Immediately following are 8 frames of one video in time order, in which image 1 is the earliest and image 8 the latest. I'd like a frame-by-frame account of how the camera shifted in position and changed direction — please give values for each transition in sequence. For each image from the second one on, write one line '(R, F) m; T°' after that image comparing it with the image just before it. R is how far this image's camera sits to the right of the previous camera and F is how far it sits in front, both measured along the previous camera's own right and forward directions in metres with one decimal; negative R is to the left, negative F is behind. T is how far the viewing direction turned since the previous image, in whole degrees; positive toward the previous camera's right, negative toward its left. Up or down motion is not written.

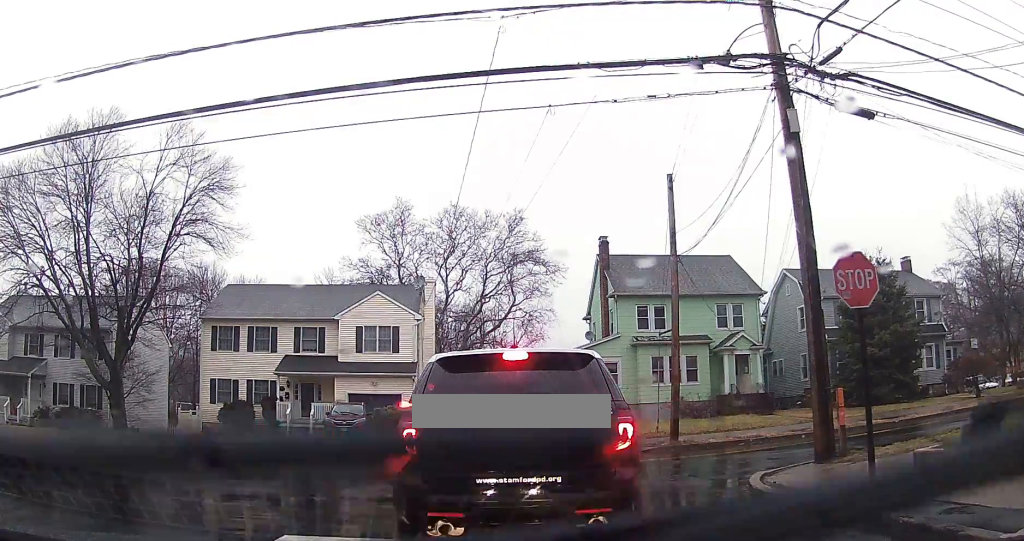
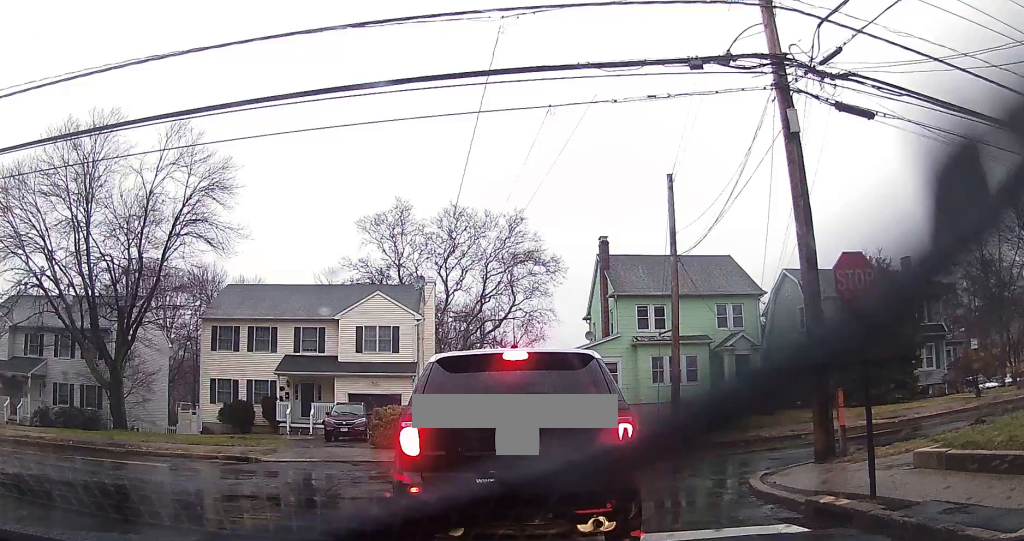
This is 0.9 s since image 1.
(0.0, 0.0) m; 0°
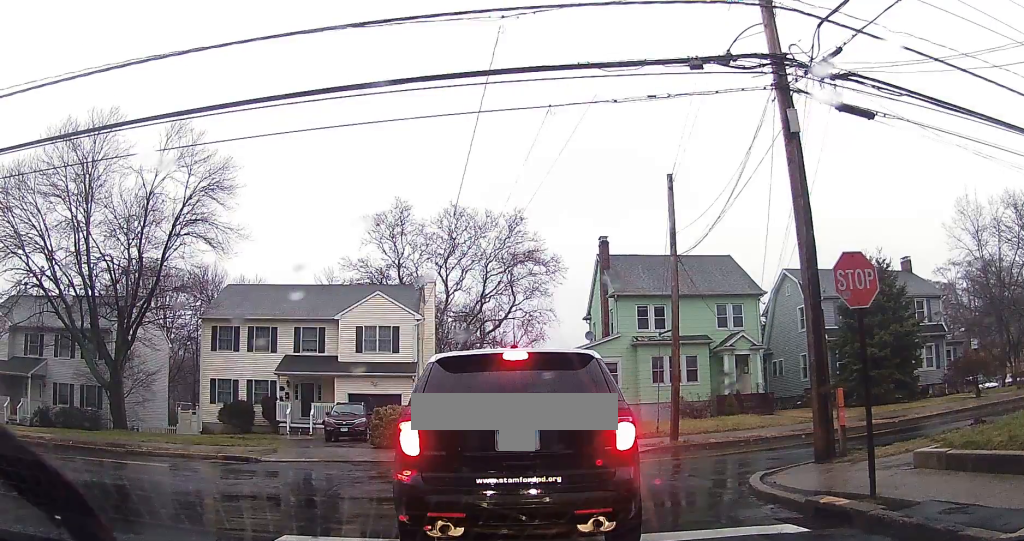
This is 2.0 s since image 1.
(0.0, 0.0) m; 0°
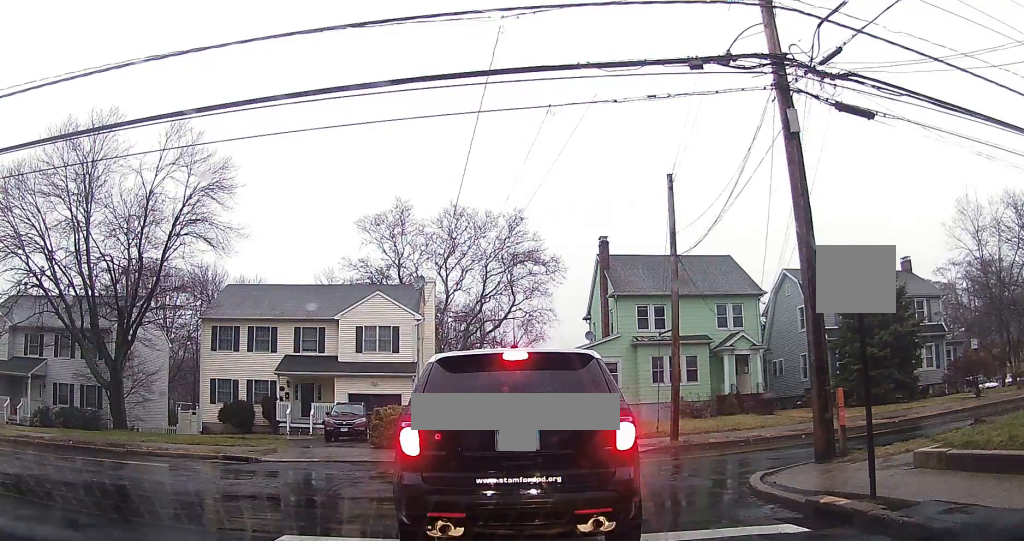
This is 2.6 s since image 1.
(0.0, 0.0) m; 0°
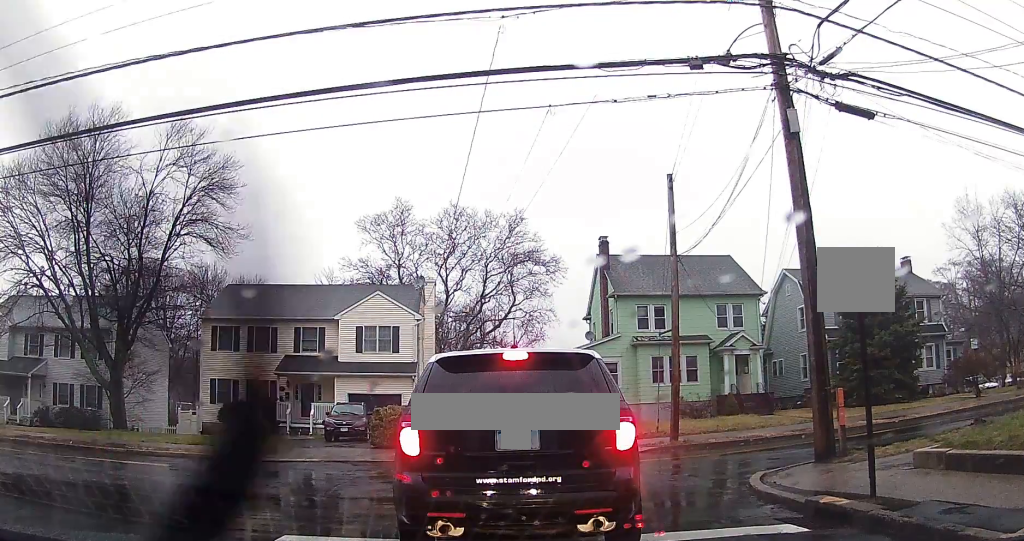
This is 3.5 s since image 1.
(0.0, 0.0) m; 0°
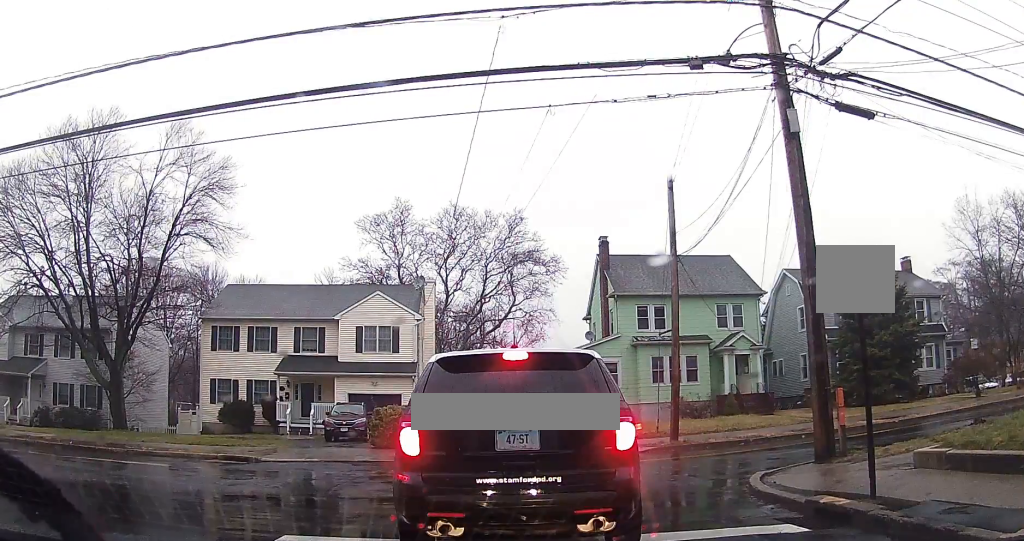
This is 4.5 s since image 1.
(0.0, 0.0) m; 0°
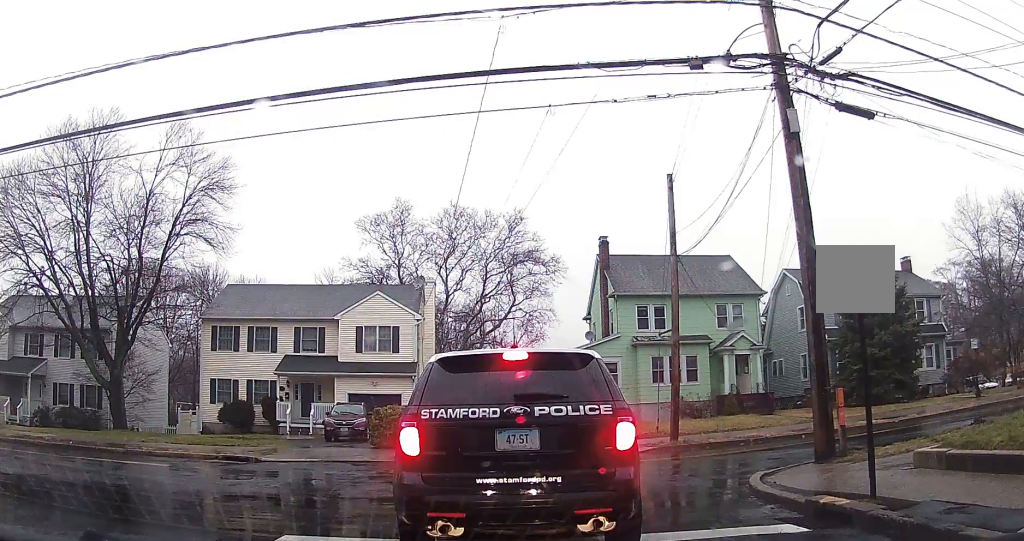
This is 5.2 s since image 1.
(0.0, 0.0) m; 0°
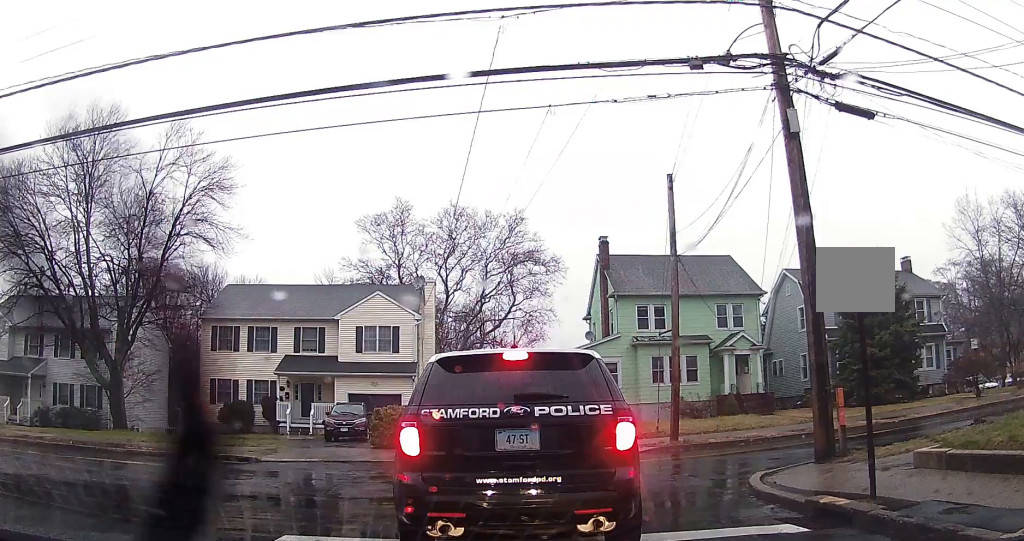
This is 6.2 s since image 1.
(0.0, 0.0) m; 0°
